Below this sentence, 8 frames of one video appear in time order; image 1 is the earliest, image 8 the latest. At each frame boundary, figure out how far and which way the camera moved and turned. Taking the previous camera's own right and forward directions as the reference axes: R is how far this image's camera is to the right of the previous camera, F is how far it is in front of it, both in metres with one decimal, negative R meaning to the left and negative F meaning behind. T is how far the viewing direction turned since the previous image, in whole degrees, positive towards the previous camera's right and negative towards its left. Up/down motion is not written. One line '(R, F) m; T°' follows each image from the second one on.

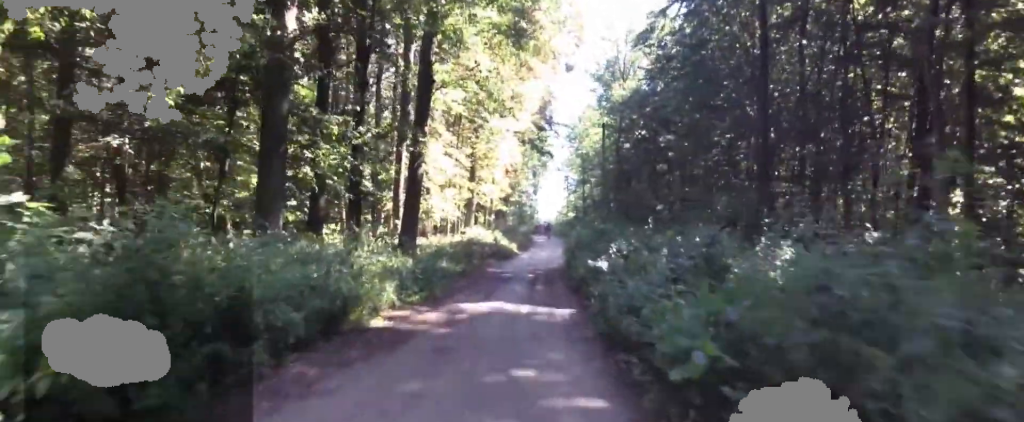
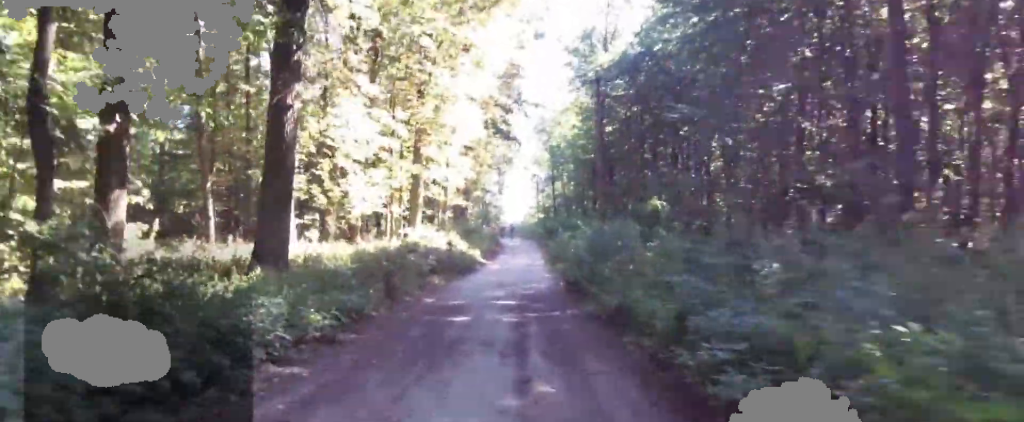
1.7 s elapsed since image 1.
(+1.3, +9.9) m; +7°
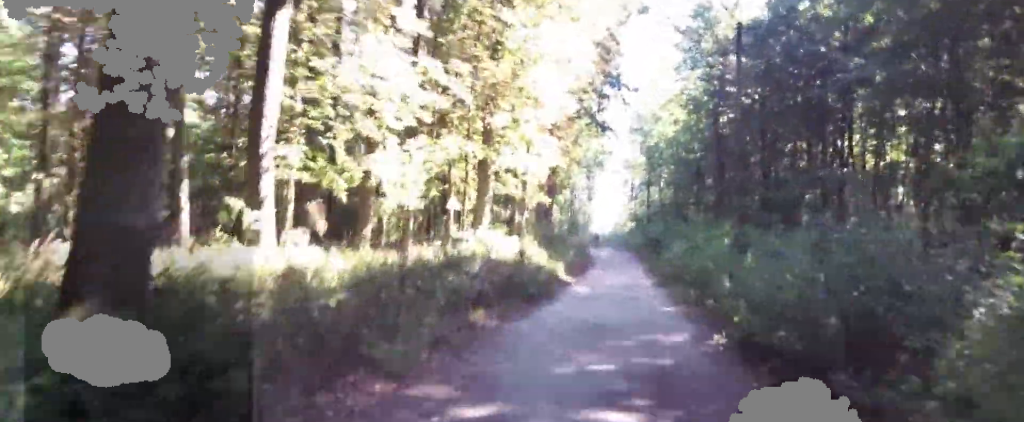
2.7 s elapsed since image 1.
(0.0, +6.8) m; 0°
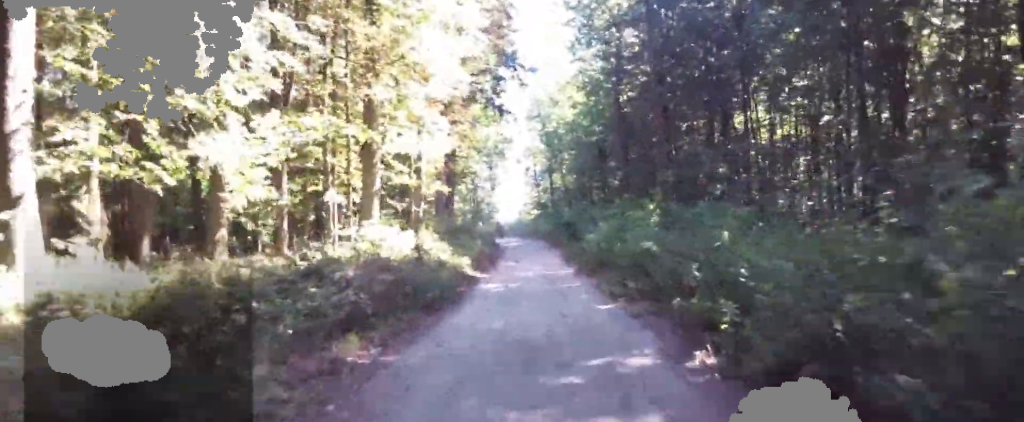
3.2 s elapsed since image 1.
(0.0, +2.8) m; -1°
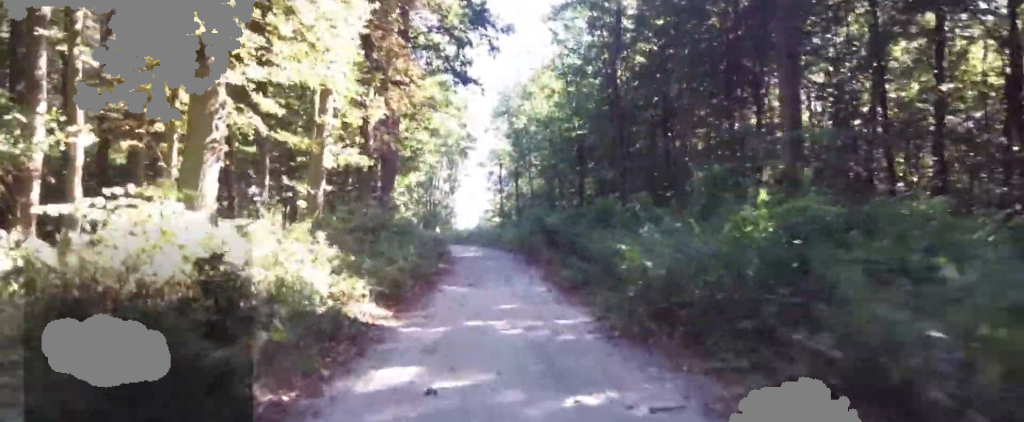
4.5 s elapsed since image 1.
(-0.3, +8.5) m; -4°
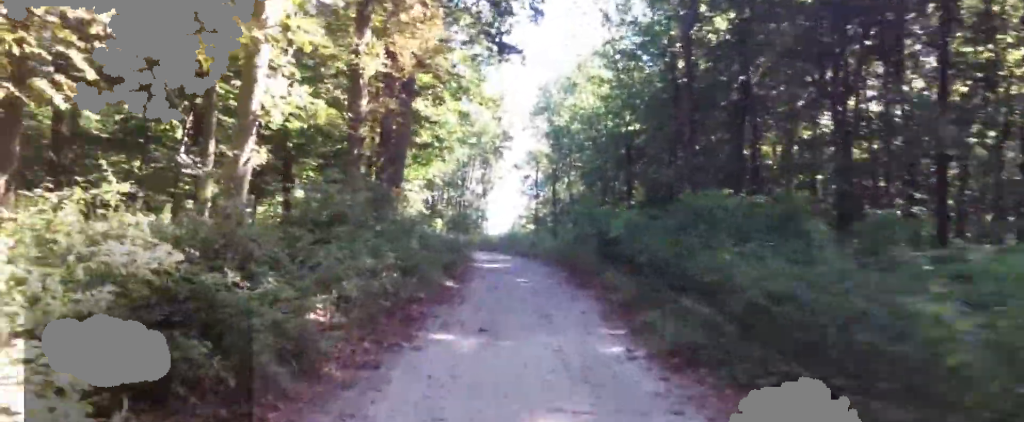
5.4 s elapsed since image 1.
(-0.1, +5.8) m; +3°
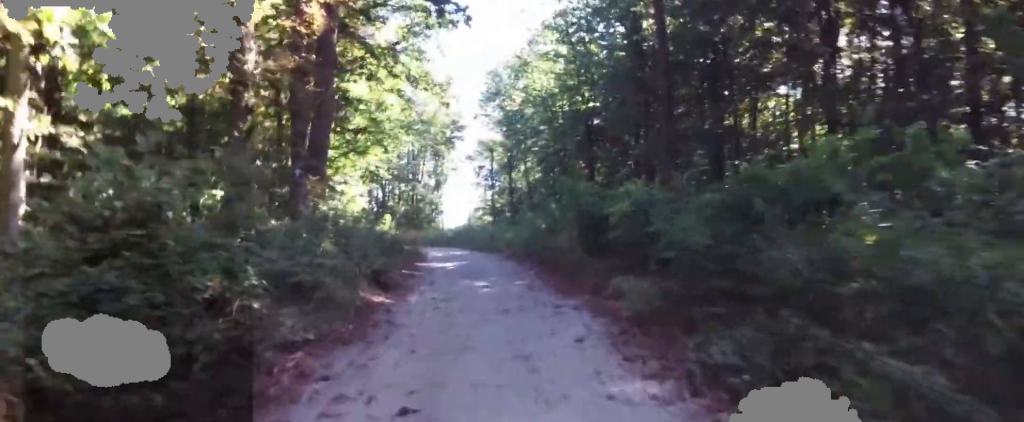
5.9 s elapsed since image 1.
(+0.1, +3.7) m; 0°
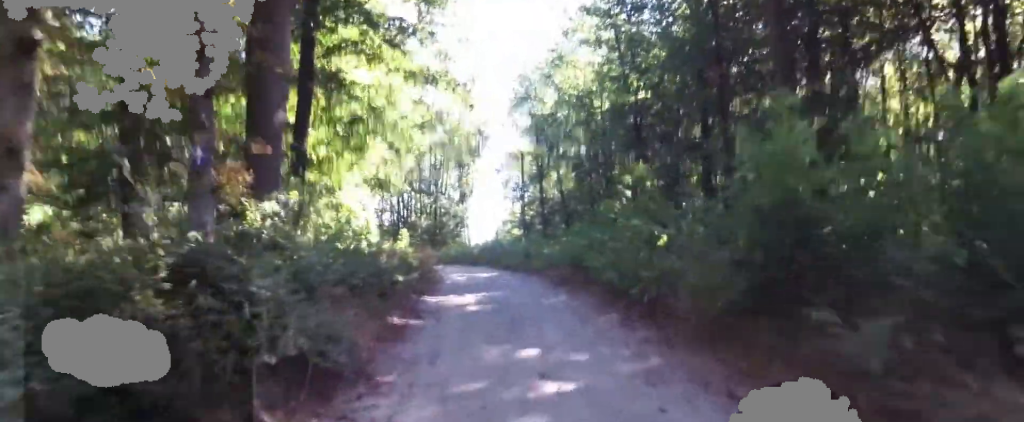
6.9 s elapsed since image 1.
(+0.2, +6.1) m; -5°
